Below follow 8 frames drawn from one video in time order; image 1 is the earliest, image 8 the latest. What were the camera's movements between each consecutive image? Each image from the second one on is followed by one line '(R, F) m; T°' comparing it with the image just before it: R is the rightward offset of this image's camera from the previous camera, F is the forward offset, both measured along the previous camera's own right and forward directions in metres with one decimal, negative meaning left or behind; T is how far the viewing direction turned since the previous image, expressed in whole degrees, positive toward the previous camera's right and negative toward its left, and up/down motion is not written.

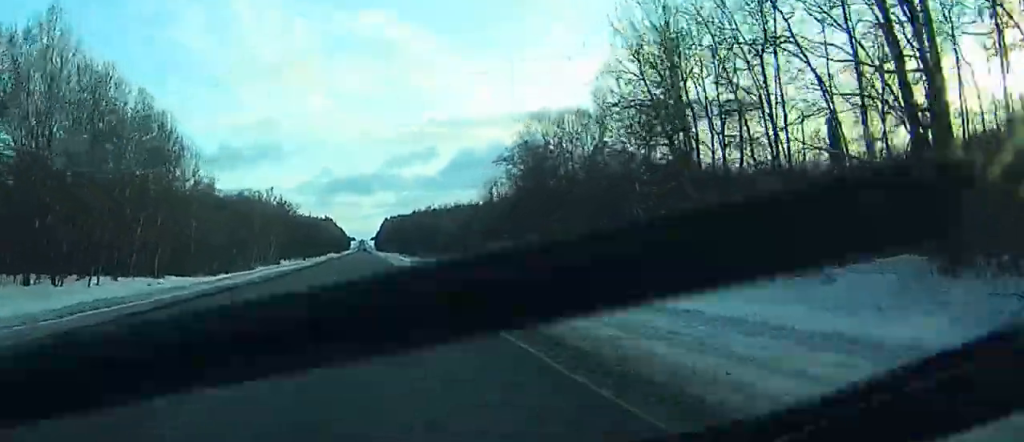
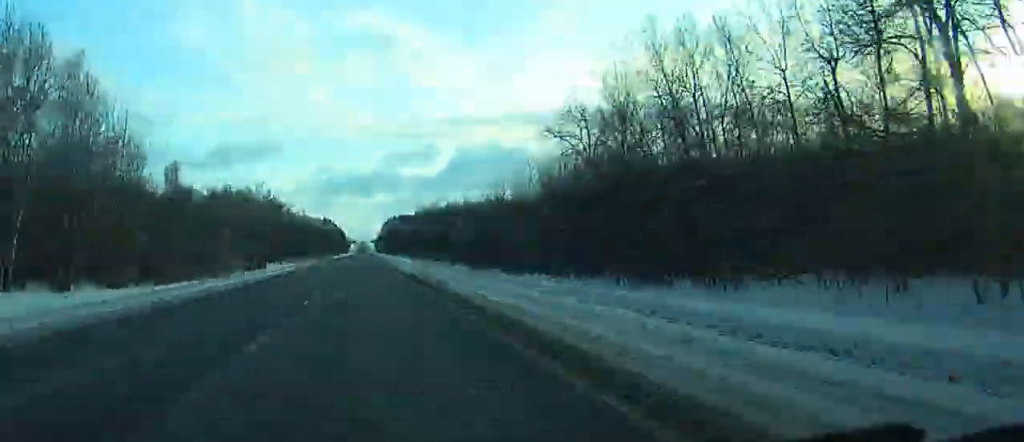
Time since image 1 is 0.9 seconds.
(+0.1, +27.7) m; 0°
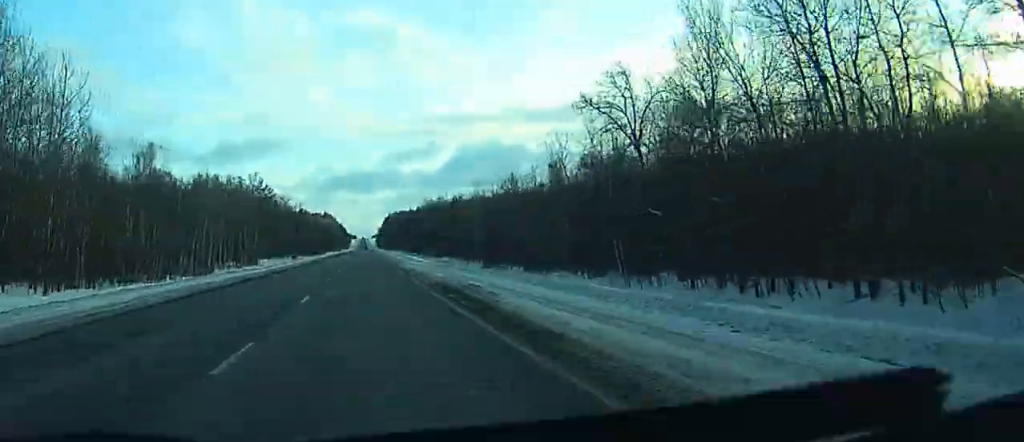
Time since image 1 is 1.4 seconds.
(0.0, +13.9) m; 0°
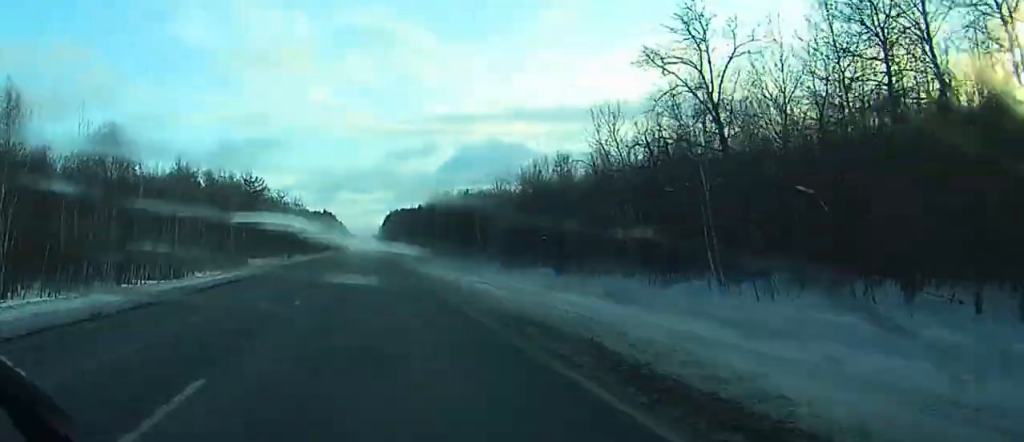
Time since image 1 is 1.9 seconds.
(0.0, +15.9) m; 0°
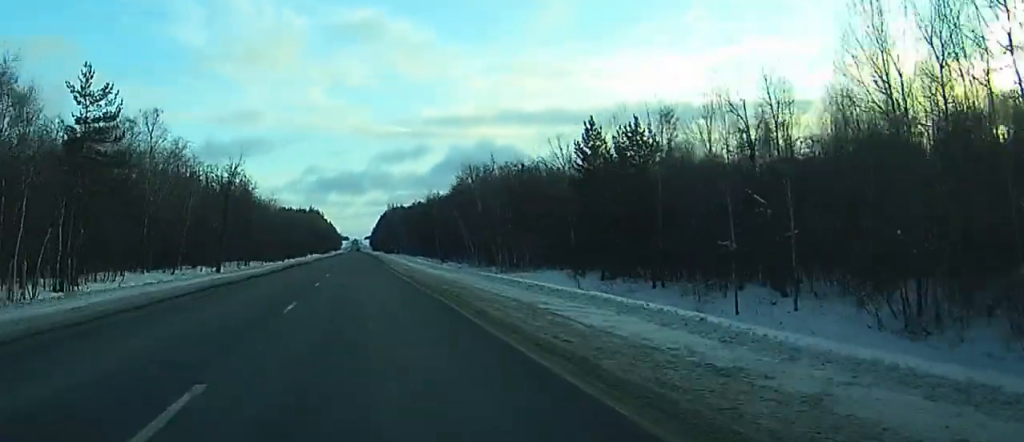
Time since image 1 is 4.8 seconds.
(-0.7, +86.4) m; -1°
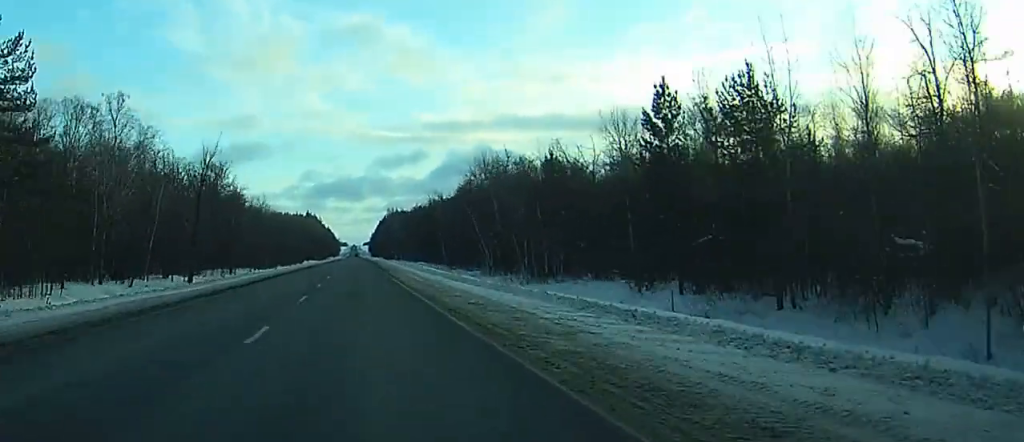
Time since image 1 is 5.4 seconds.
(0.0, +17.4) m; 0°
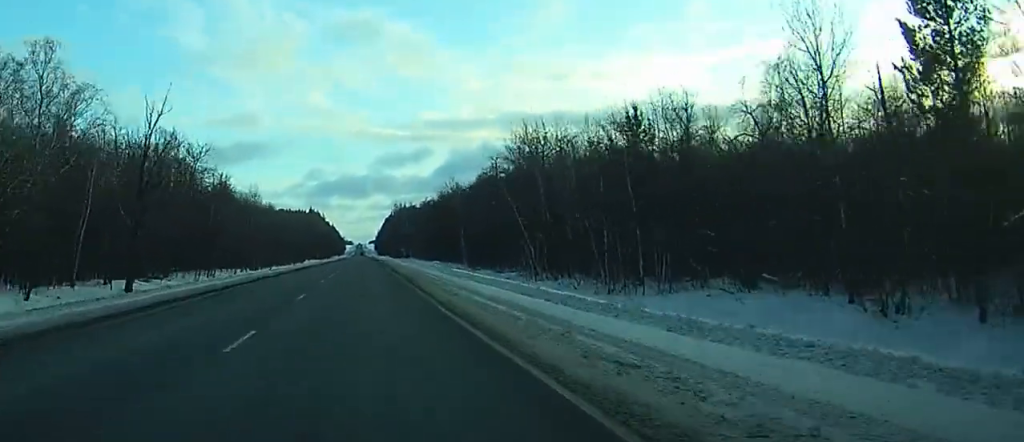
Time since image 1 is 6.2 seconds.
(+0.1, +26.7) m; 0°
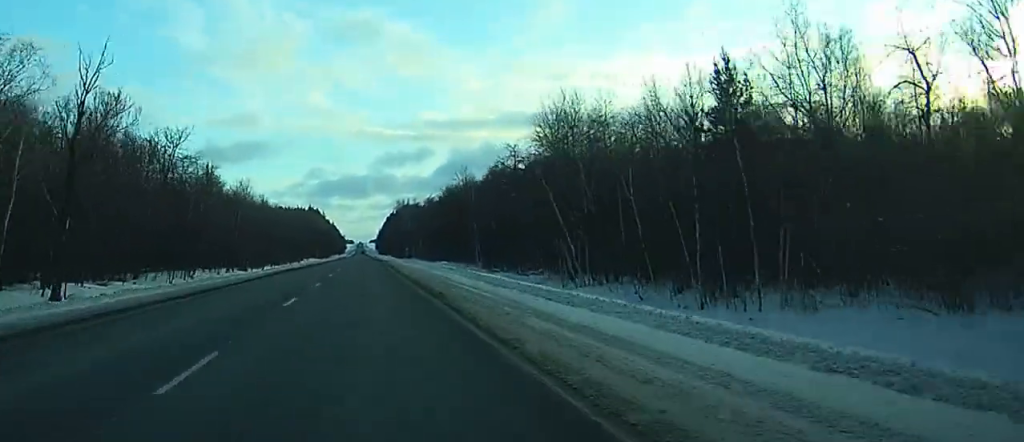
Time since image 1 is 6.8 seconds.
(0.0, +16.3) m; 0°
